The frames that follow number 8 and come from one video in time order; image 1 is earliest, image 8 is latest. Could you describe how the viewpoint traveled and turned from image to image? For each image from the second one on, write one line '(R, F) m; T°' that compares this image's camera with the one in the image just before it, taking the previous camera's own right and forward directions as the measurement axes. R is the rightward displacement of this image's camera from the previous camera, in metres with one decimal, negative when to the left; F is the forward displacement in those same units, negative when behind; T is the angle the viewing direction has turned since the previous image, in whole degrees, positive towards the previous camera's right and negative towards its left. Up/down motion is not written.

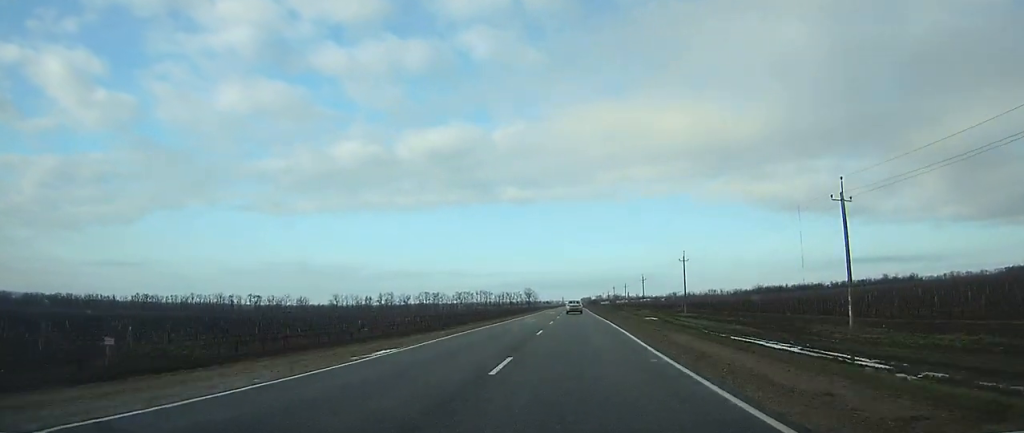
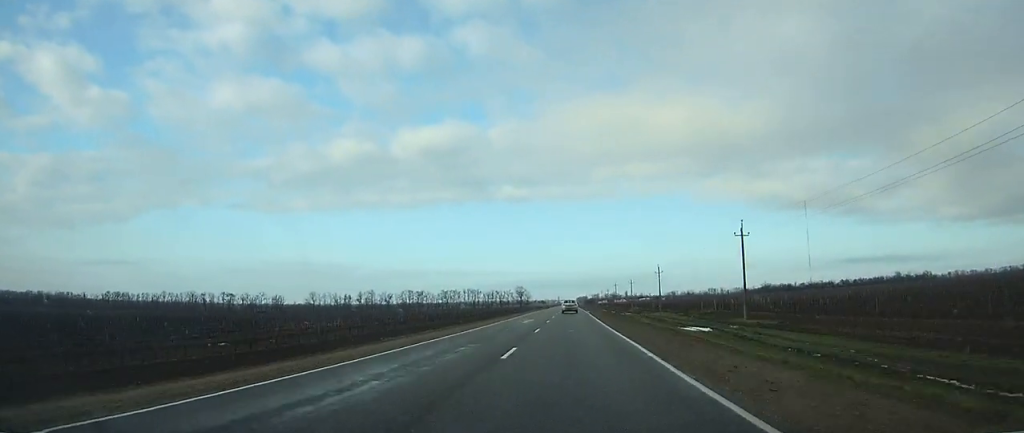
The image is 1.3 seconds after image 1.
(0.0, +32.5) m; 0°
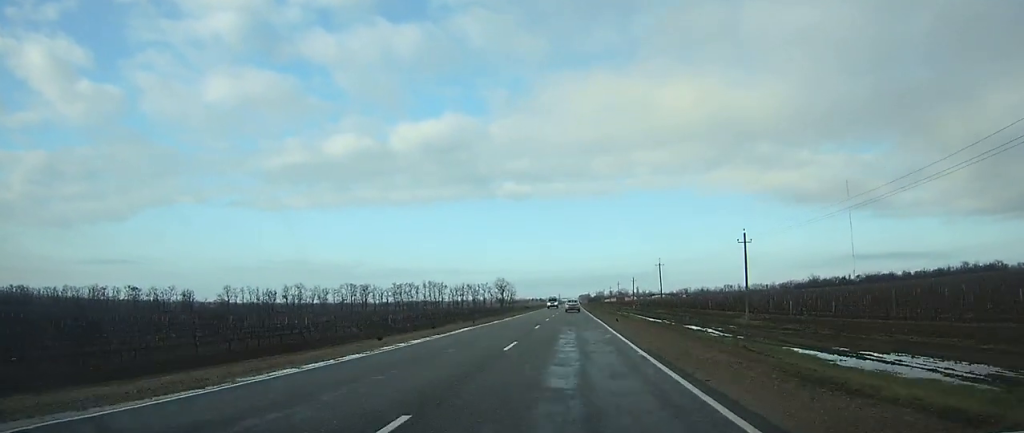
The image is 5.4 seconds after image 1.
(+0.3, +105.7) m; 0°
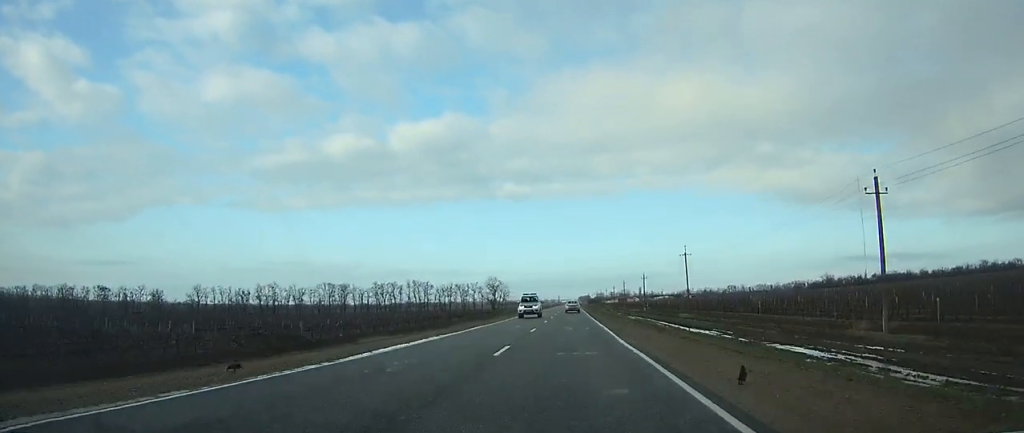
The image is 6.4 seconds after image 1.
(0.0, +25.6) m; 0°
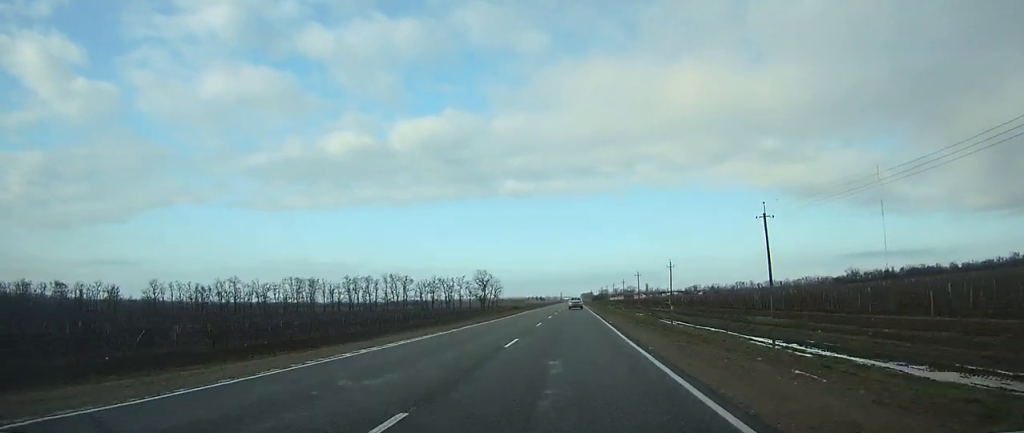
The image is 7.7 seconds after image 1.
(-0.1, +34.2) m; 0°
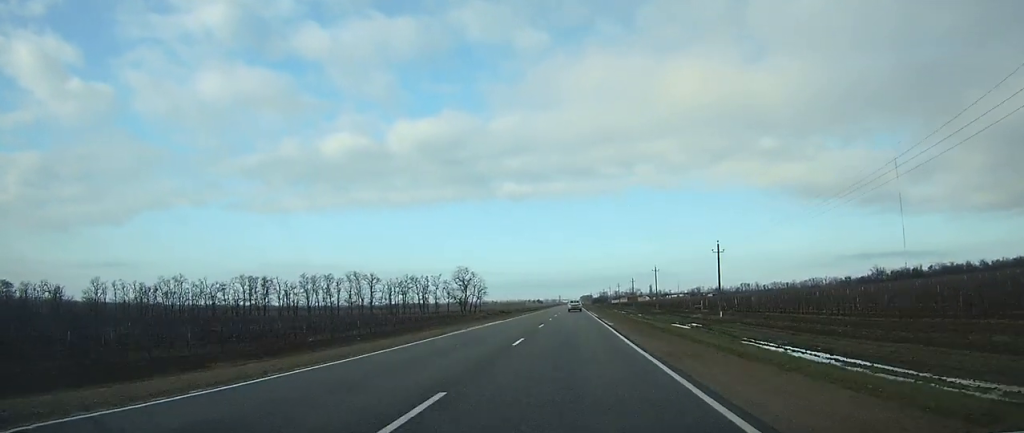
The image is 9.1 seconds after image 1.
(0.0, +34.4) m; 0°
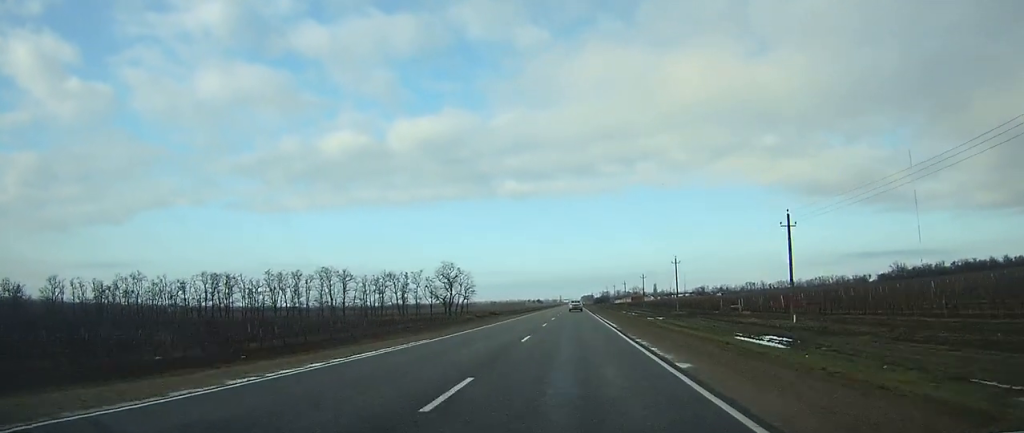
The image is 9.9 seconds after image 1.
(0.0, +22.4) m; 0°
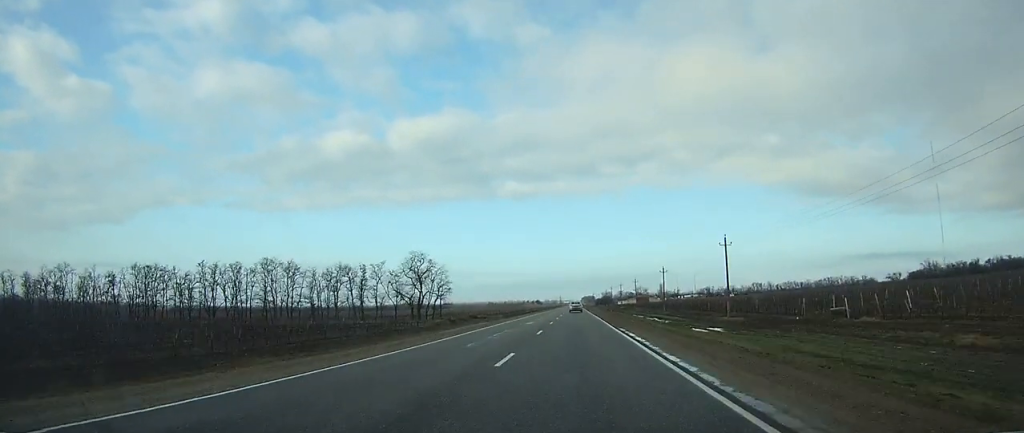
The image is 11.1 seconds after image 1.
(0.0, +31.1) m; 0°
